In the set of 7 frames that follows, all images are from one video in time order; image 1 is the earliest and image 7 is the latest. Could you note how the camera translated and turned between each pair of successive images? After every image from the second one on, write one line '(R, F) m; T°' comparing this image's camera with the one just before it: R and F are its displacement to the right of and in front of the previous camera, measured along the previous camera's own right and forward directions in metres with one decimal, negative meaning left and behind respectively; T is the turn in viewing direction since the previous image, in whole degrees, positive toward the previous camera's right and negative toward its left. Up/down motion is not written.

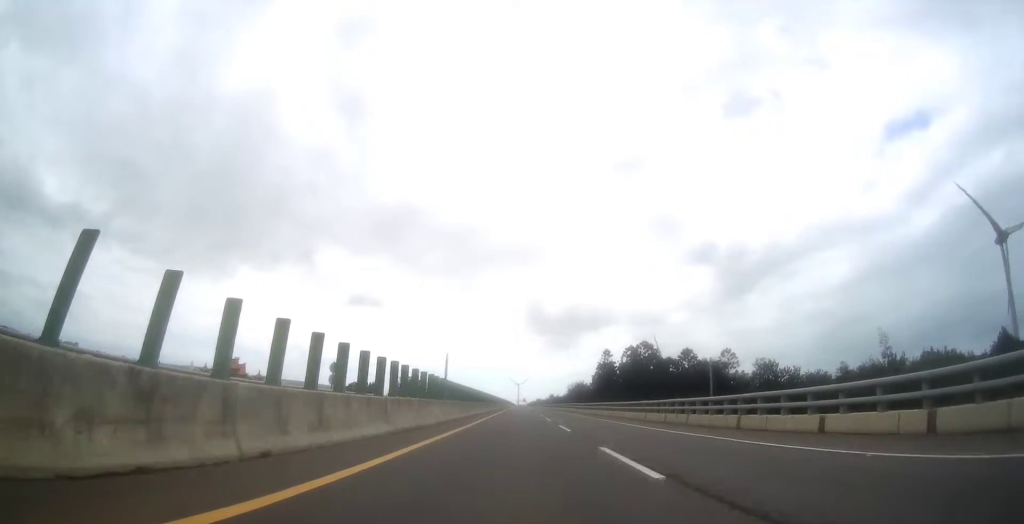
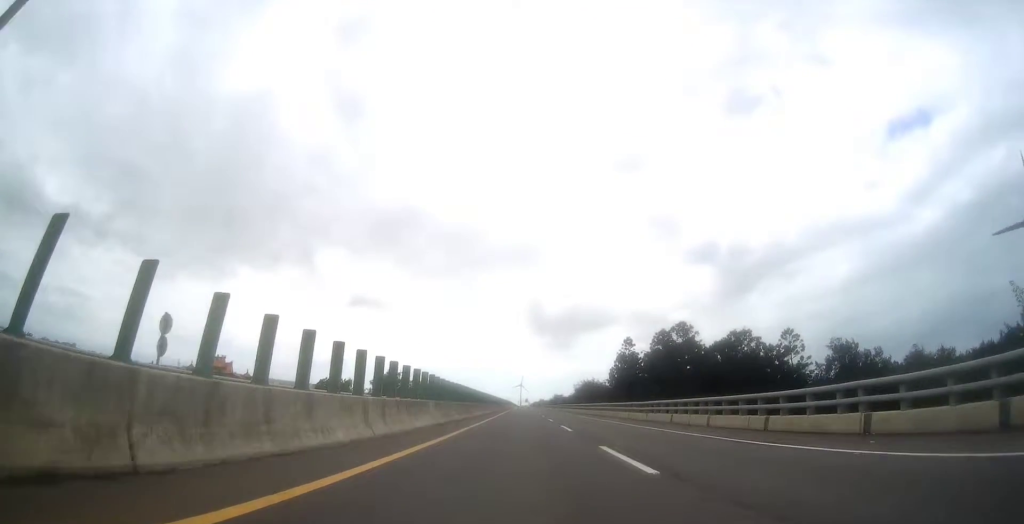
(0.0, +21.3) m; 0°
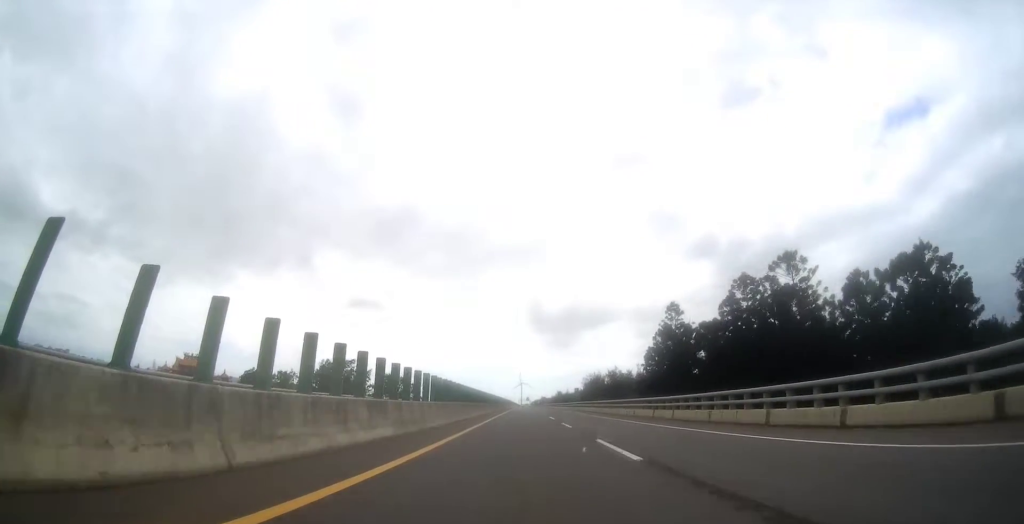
(-0.3, +28.2) m; -1°
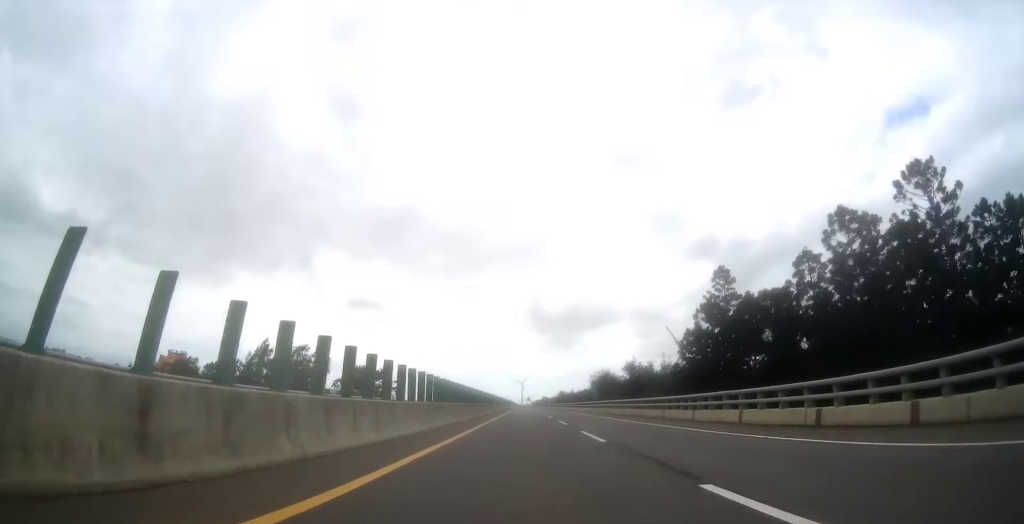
(0.0, +16.9) m; 0°
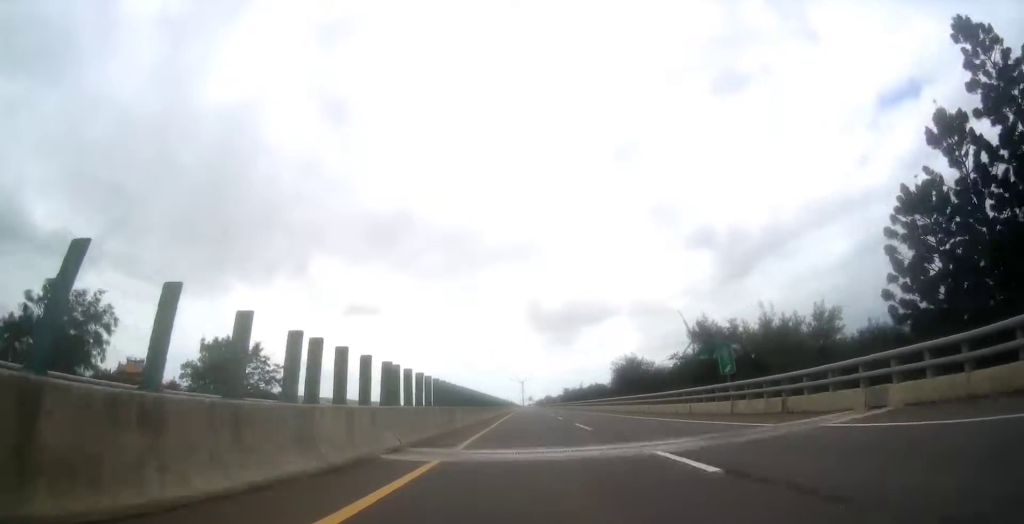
(+0.2, +35.8) m; 0°
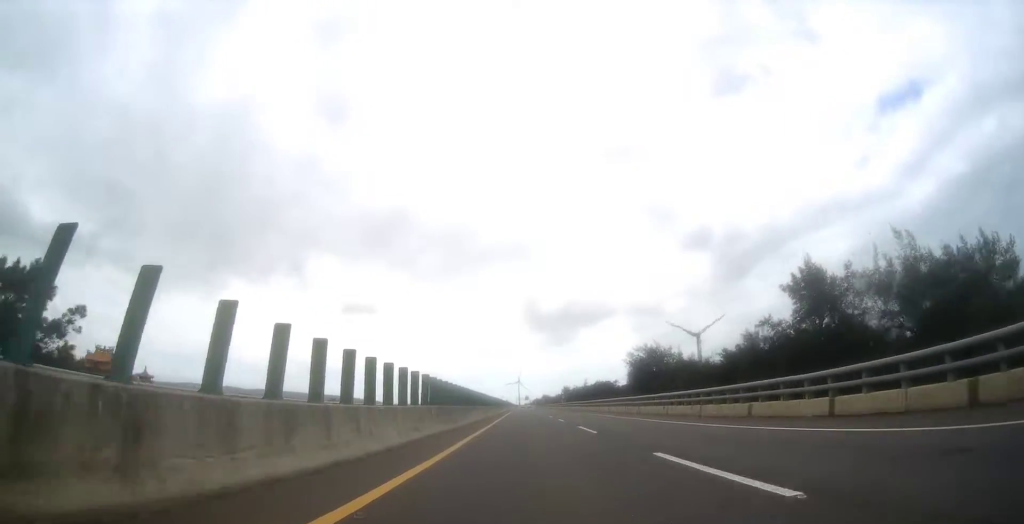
(+0.1, +21.6) m; 0°
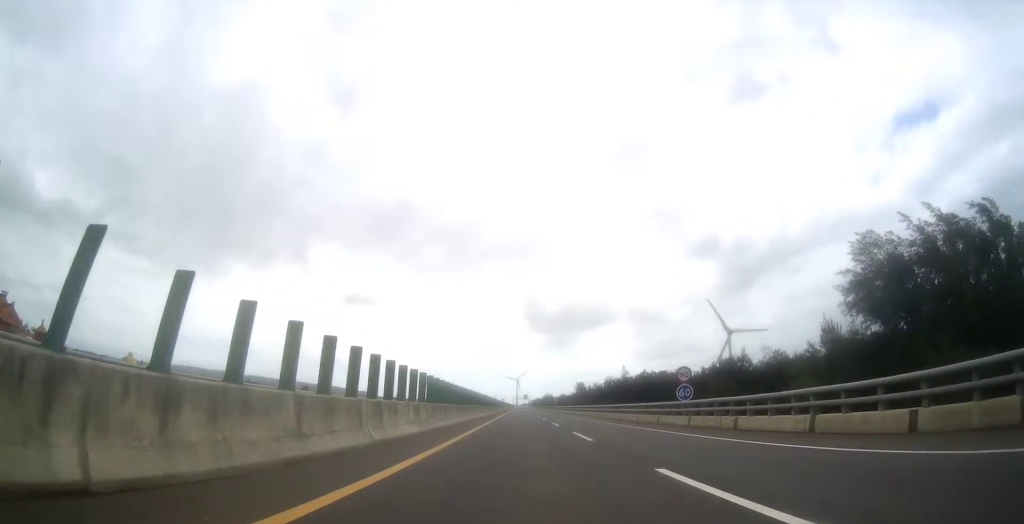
(-0.5, +71.3) m; 0°
